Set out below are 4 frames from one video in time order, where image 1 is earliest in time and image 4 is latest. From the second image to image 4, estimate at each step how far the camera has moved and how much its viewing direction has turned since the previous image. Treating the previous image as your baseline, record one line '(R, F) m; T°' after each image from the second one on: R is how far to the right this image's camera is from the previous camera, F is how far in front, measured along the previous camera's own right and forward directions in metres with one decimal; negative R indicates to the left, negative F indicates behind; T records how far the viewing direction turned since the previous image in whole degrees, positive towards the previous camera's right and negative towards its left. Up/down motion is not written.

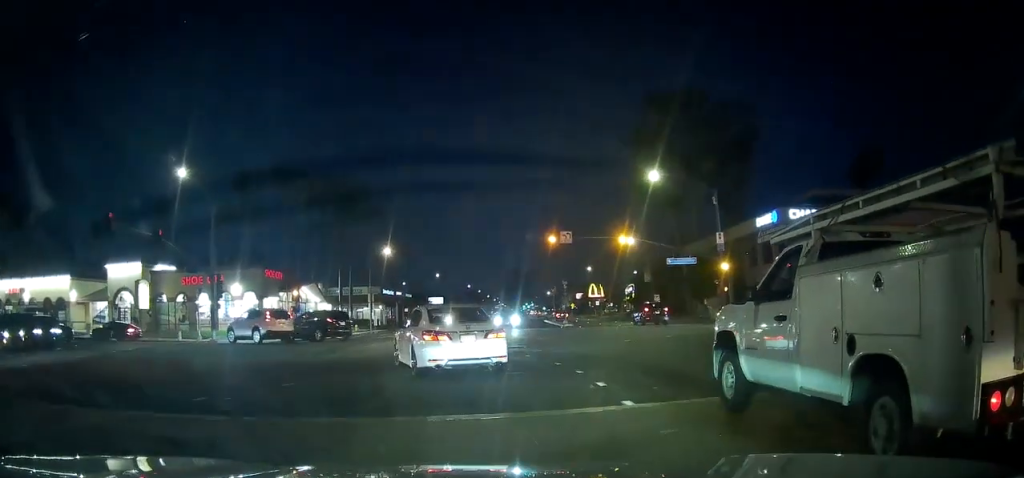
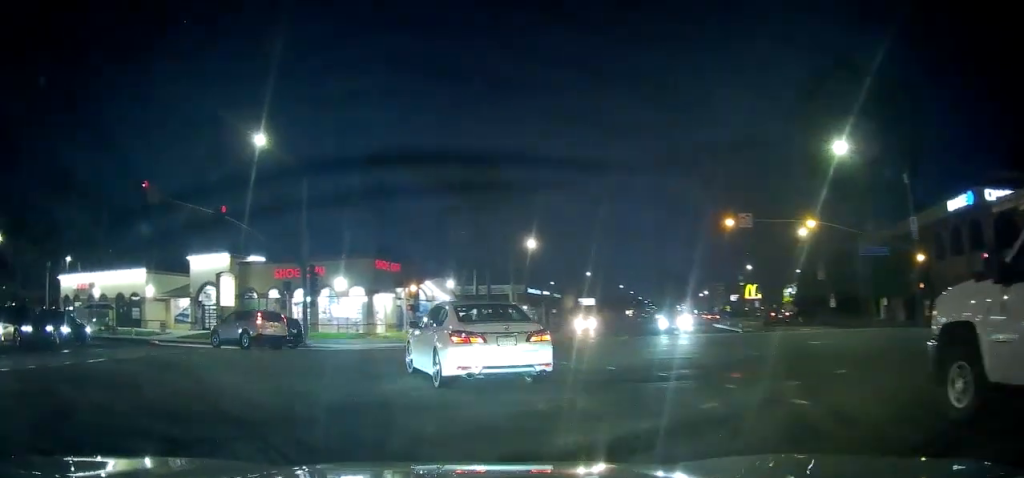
(0.0, +6.6) m; -2°
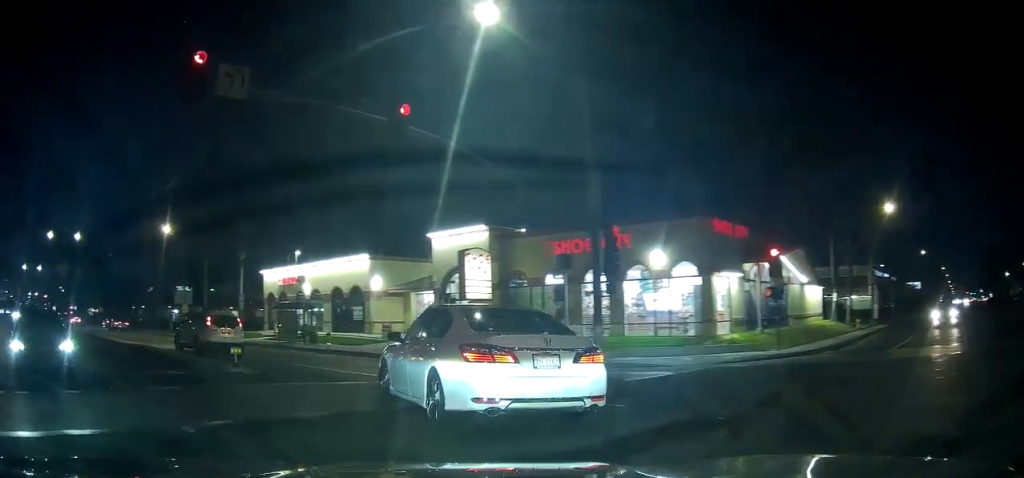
(-2.0, +16.5) m; -17°
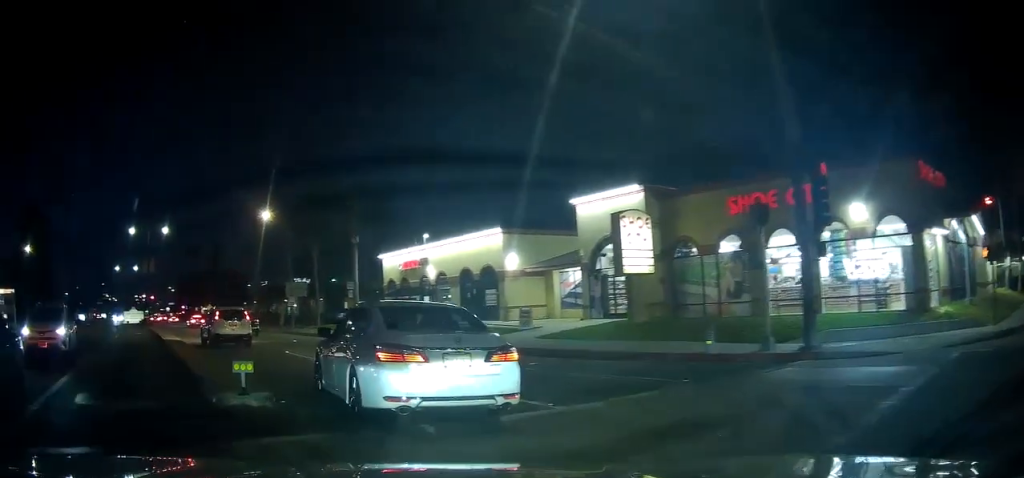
(-0.9, +8.2) m; -13°
